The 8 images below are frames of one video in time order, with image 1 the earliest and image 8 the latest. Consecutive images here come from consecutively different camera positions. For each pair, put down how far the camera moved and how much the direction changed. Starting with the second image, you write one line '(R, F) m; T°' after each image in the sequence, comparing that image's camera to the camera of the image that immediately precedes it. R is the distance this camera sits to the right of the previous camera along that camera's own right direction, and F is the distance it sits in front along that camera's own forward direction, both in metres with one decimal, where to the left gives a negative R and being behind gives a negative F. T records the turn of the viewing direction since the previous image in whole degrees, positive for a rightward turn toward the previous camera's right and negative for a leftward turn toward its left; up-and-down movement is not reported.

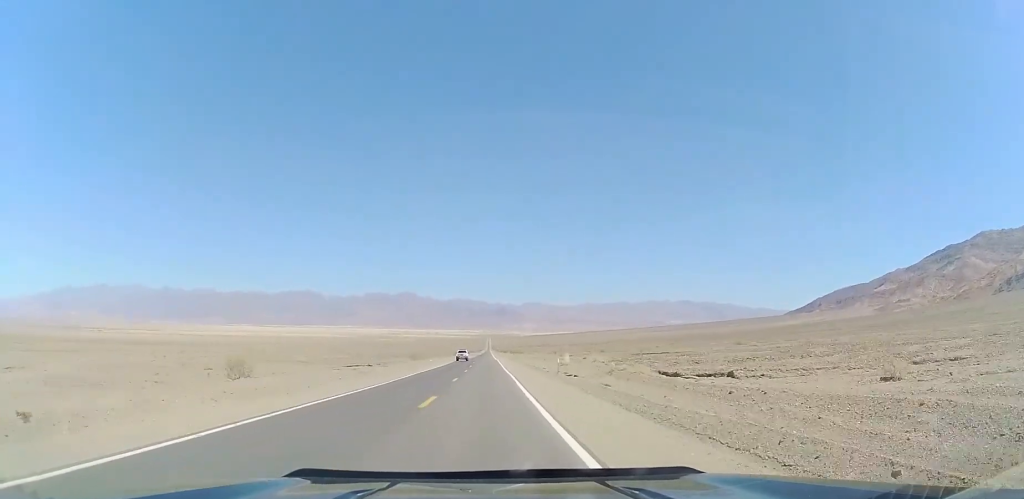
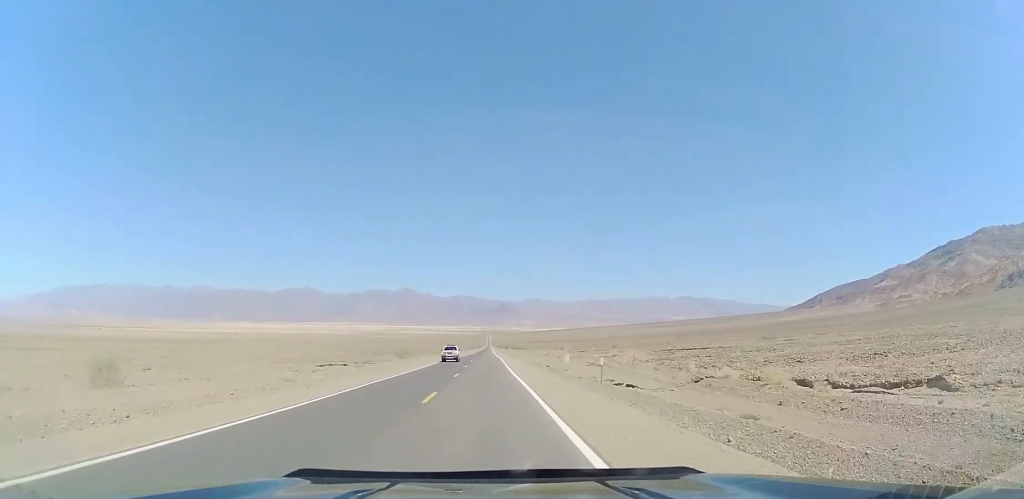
(+0.1, +14.3) m; 0°
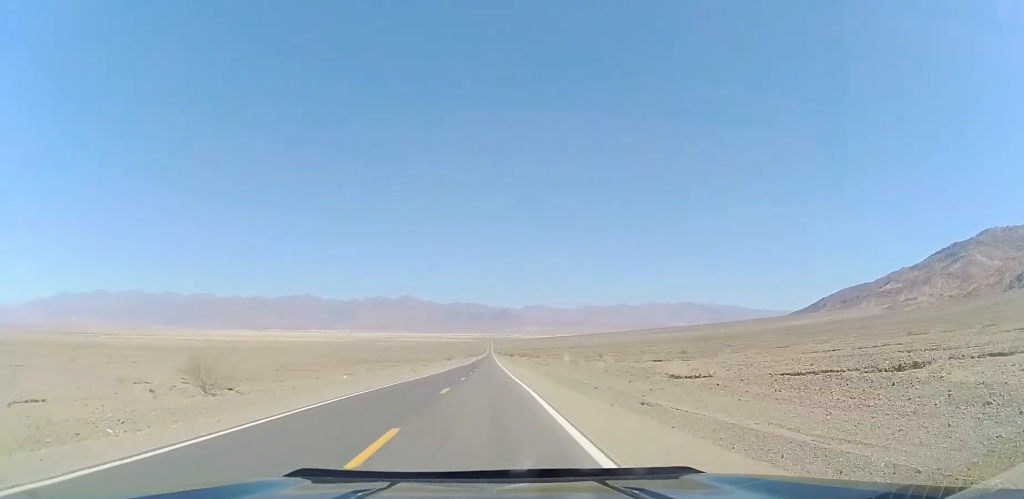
(-0.9, +52.7) m; -1°
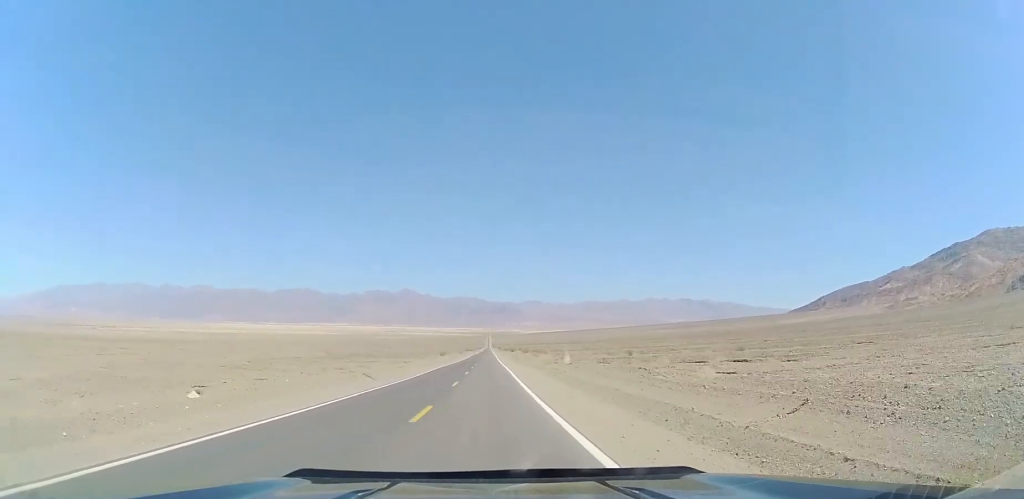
(+0.2, +23.2) m; 0°
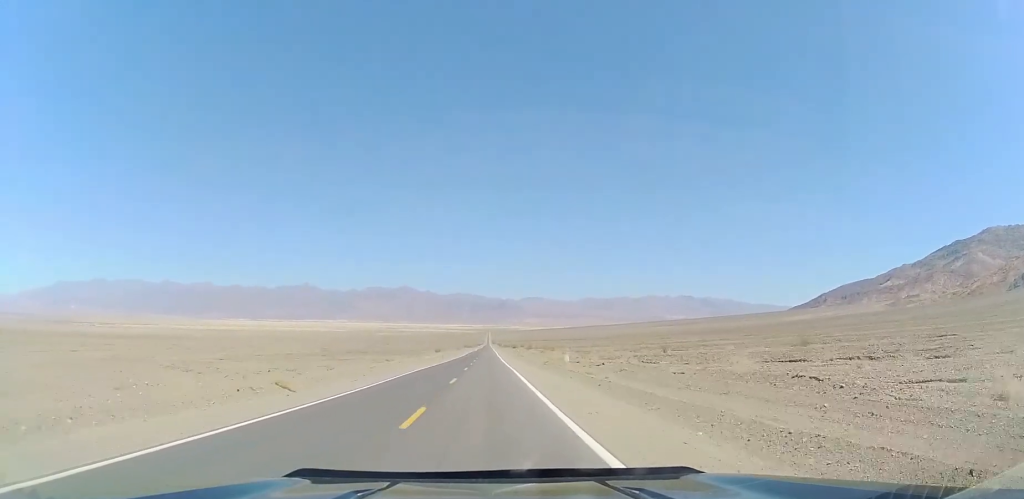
(-0.1, +16.2) m; 0°
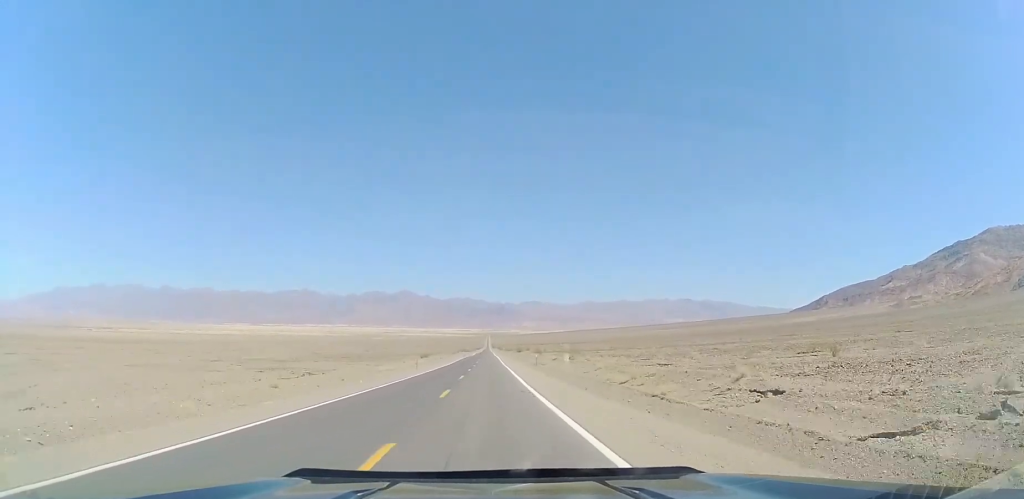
(-0.1, +34.5) m; +1°
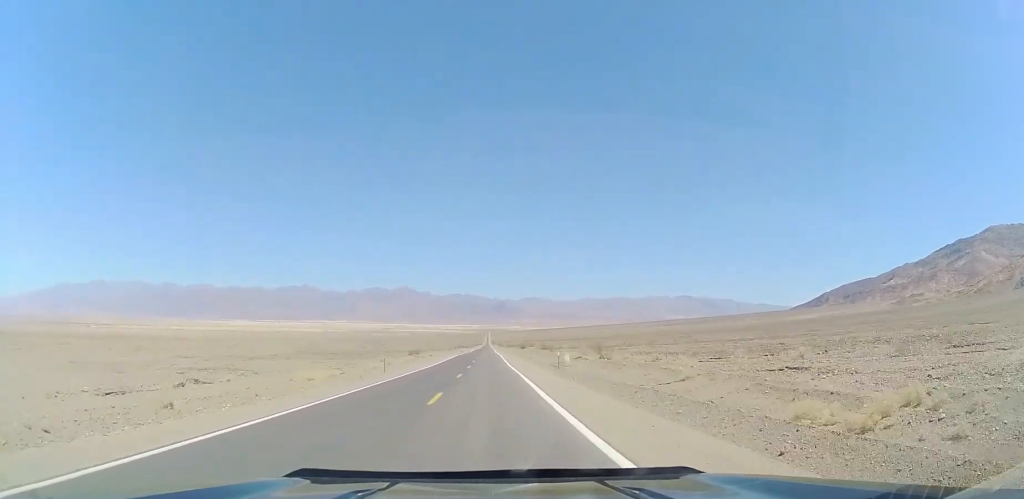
(+0.1, +18.3) m; +1°
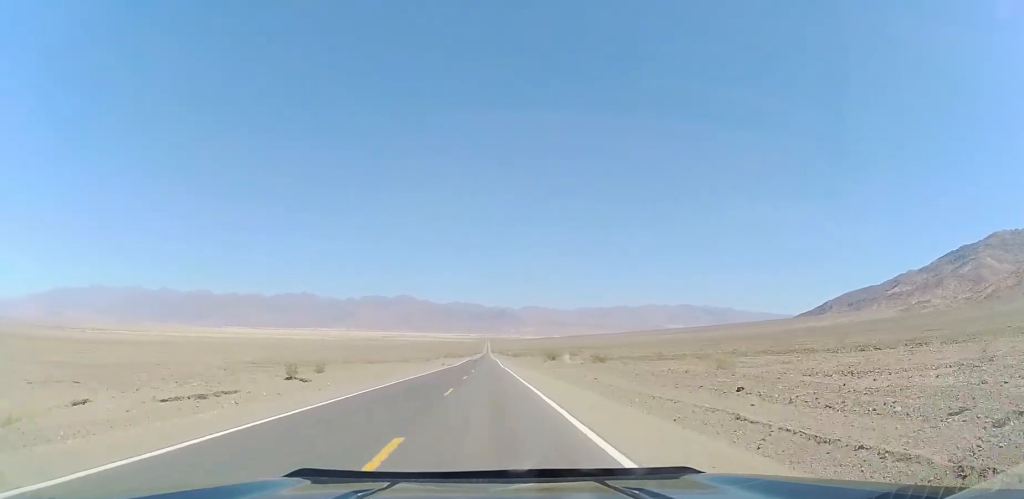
(-0.6, +67.6) m; -1°
